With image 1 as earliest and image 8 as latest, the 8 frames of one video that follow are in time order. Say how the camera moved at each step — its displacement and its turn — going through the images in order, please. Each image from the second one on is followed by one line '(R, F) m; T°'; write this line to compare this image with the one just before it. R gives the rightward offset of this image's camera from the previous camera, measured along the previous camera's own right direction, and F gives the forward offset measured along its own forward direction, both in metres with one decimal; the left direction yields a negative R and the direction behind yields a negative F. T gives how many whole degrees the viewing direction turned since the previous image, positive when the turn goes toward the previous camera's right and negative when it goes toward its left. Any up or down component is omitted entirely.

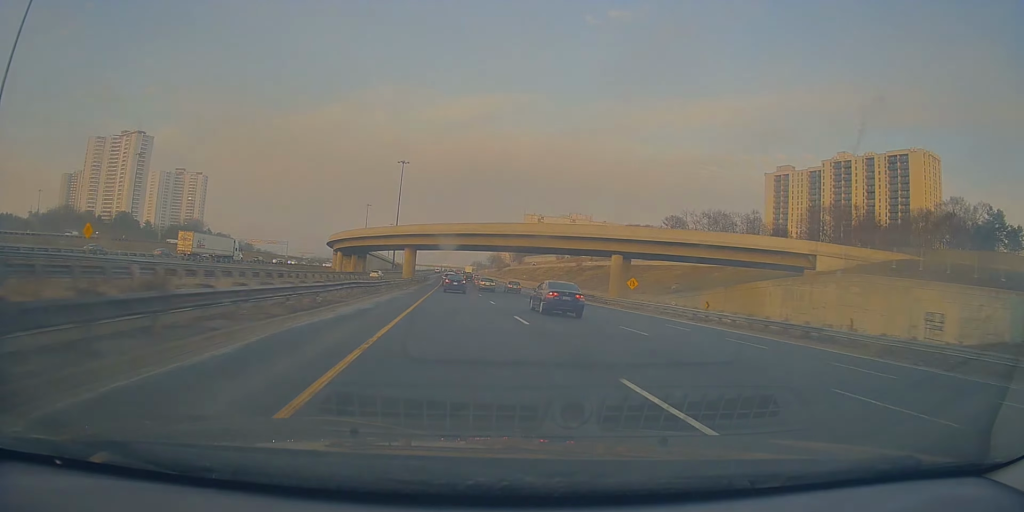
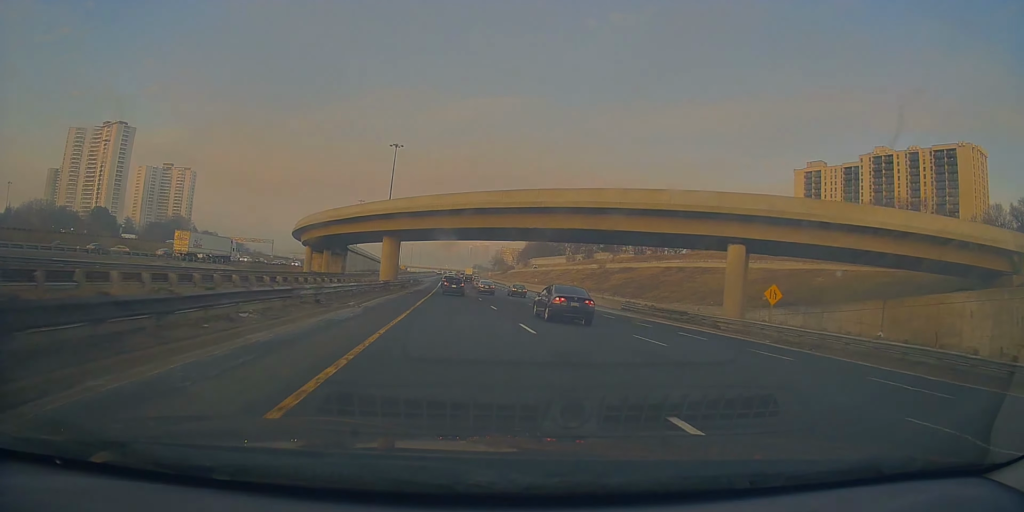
(-0.5, +26.5) m; -1°
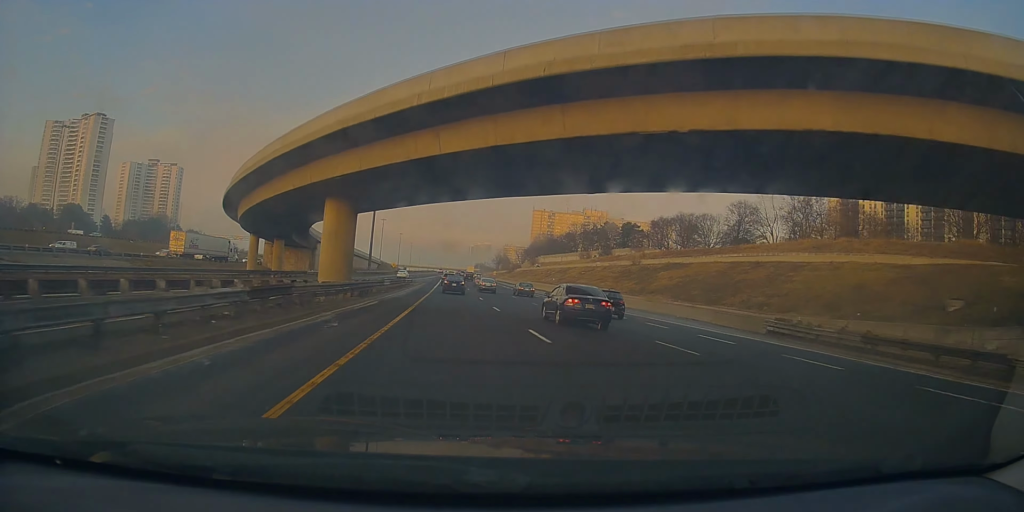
(-0.1, +26.7) m; 0°
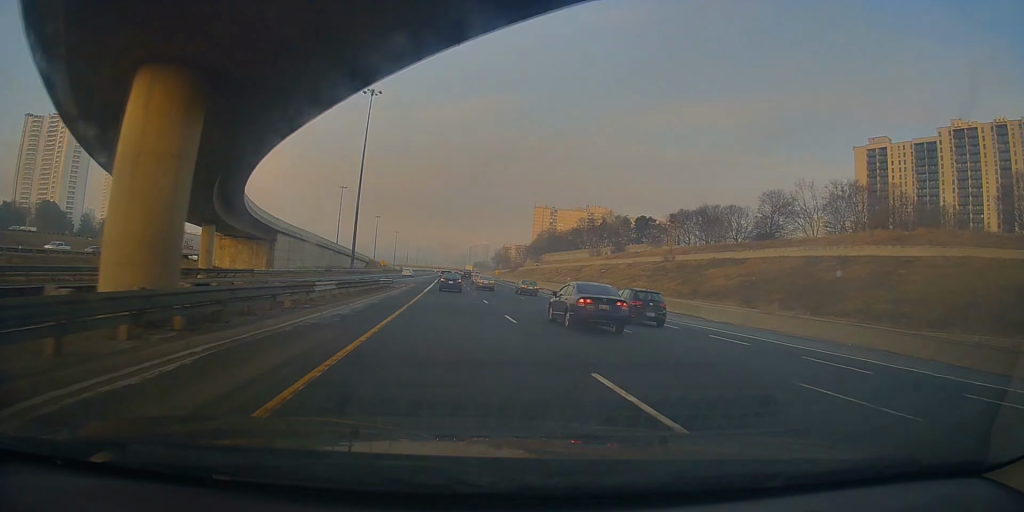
(+0.6, +19.7) m; +1°
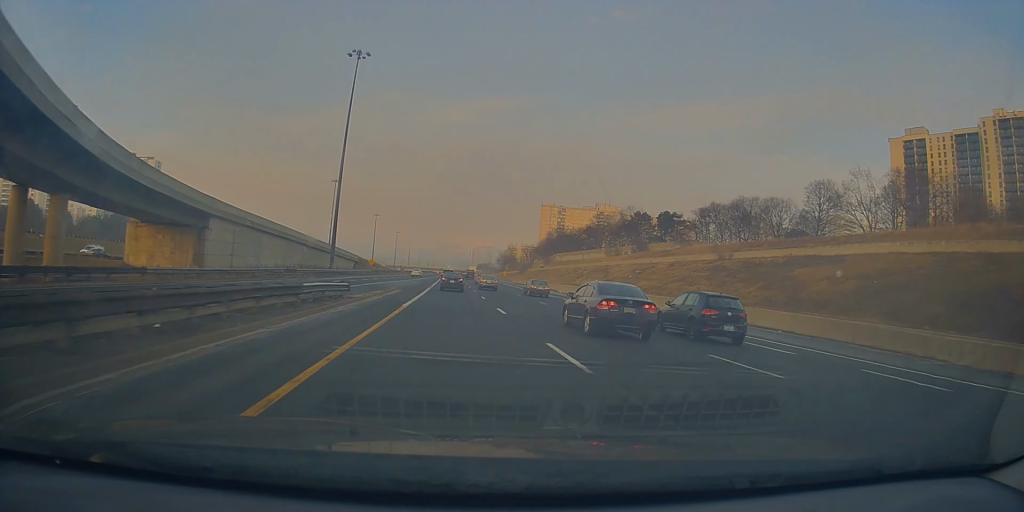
(-0.3, +20.9) m; -1°
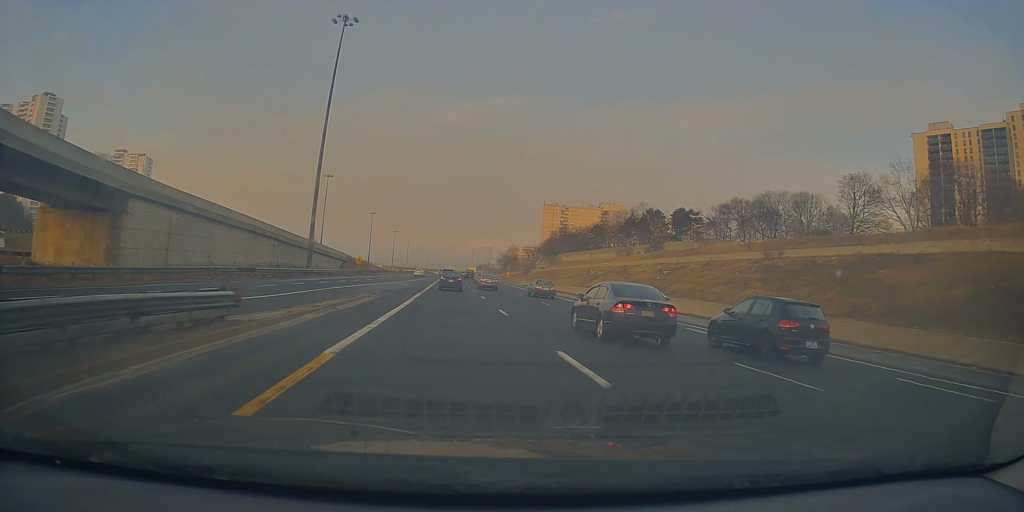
(-0.1, +13.5) m; 0°
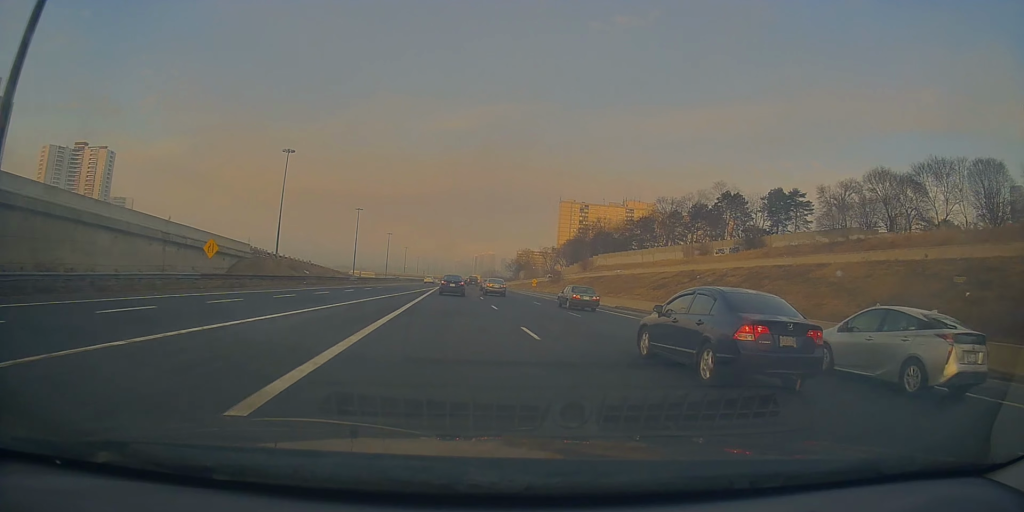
(+0.8, +55.9) m; +1°
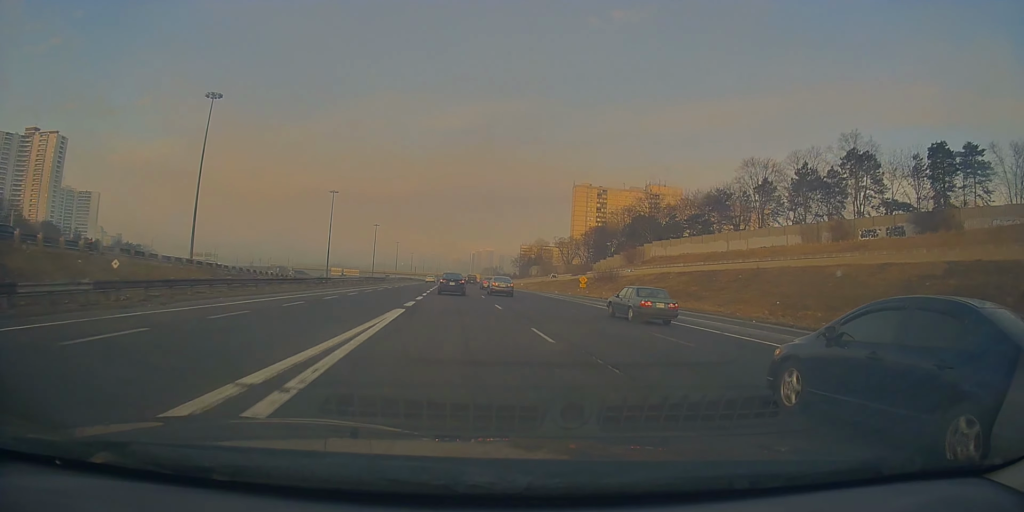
(-0.9, +52.0) m; -1°
